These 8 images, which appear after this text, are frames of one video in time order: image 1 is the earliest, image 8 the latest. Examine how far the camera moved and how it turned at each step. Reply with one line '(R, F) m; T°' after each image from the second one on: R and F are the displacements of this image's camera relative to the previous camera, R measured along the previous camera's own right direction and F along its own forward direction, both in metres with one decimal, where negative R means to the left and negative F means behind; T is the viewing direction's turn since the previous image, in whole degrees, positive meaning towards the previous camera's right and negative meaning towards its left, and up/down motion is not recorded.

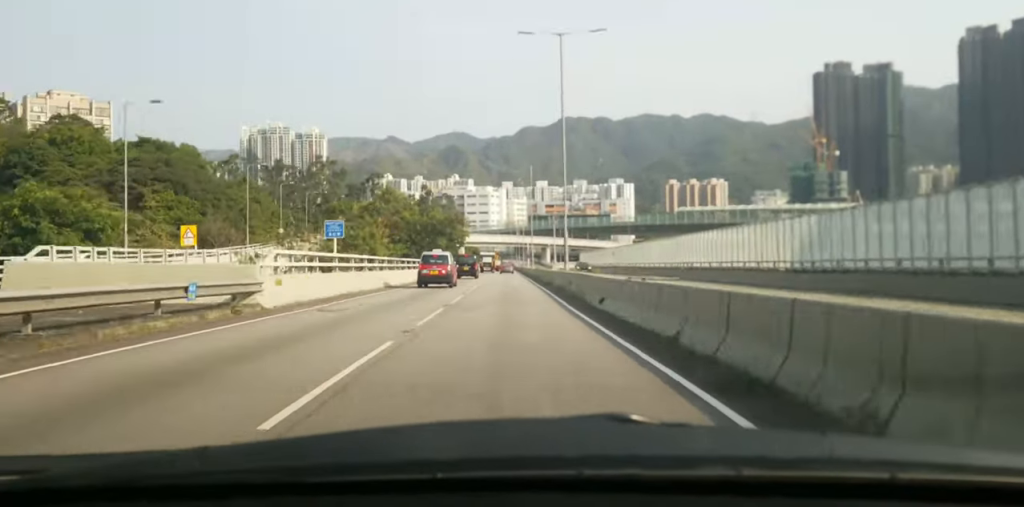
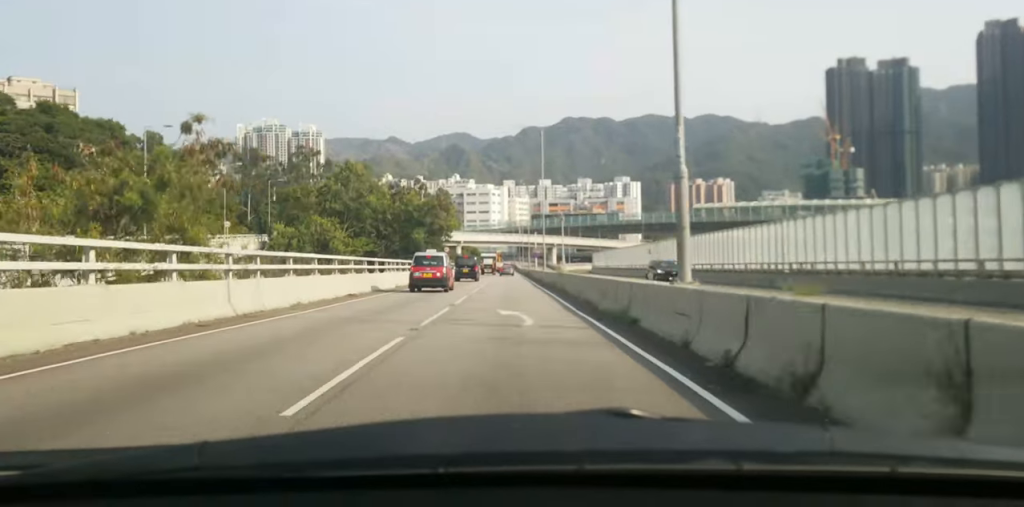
(0.0, +26.7) m; 0°
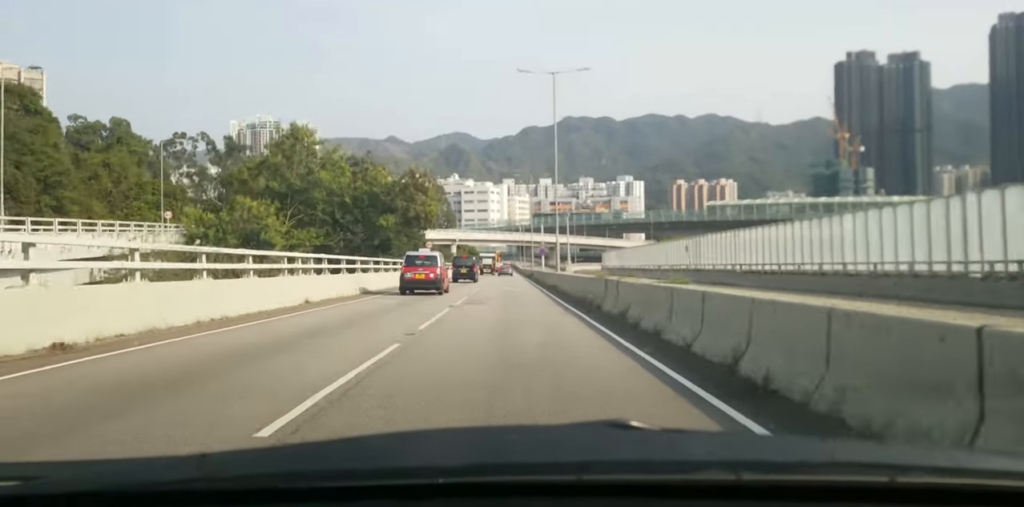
(0.0, +18.1) m; -1°
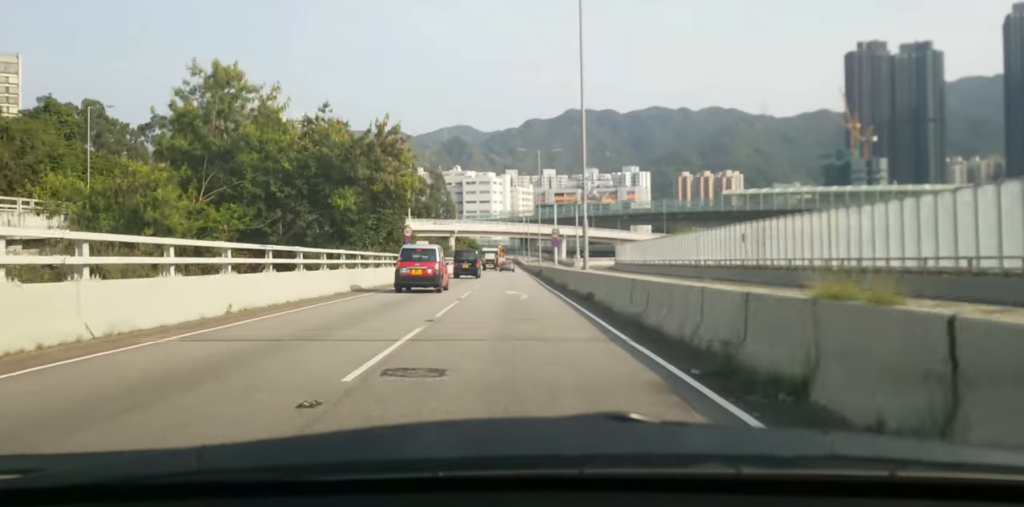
(-0.2, +15.1) m; 0°
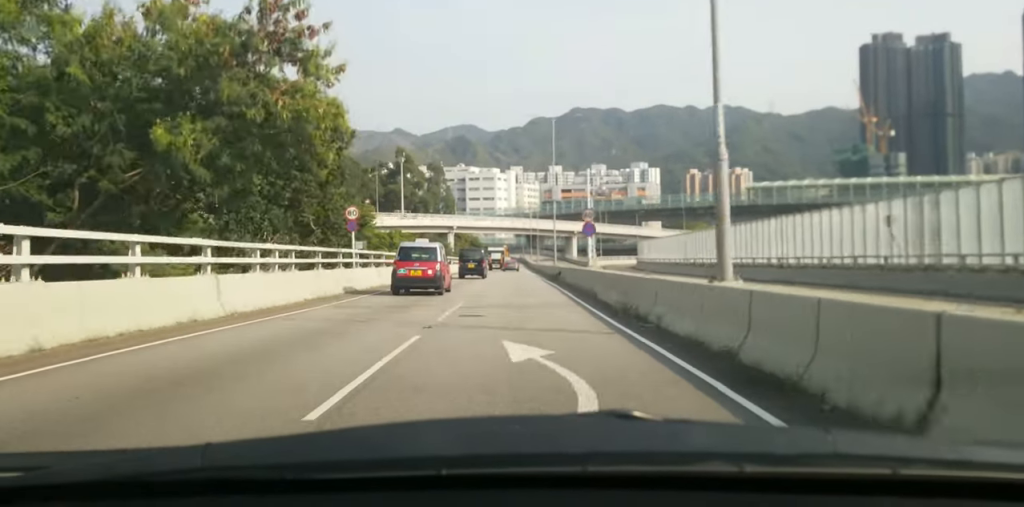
(+0.1, +20.2) m; 0°
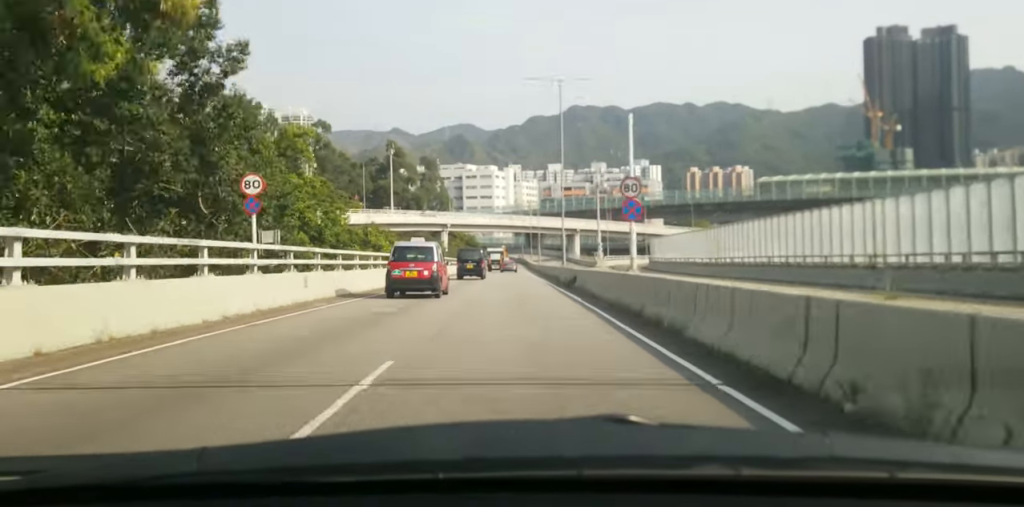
(+0.1, +12.1) m; 0°
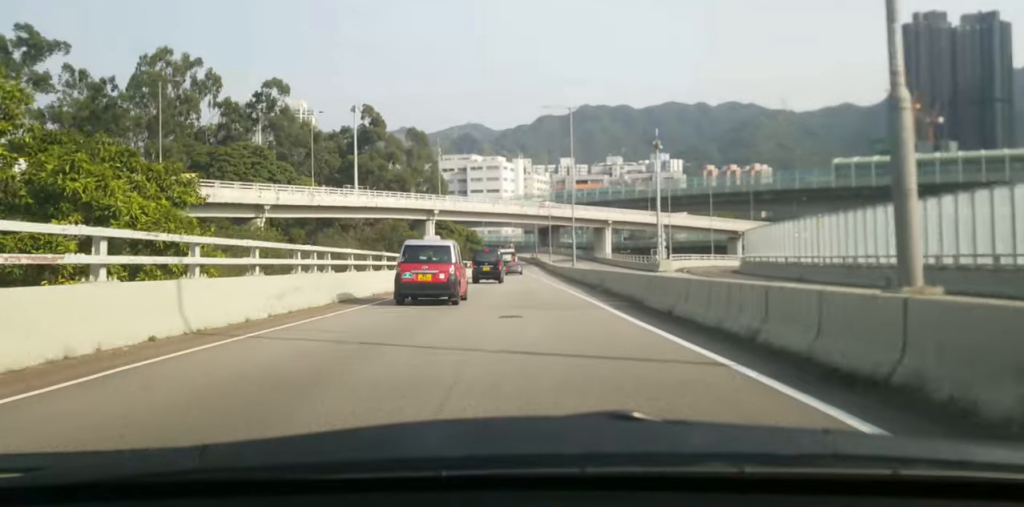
(-0.1, +42.1) m; 0°
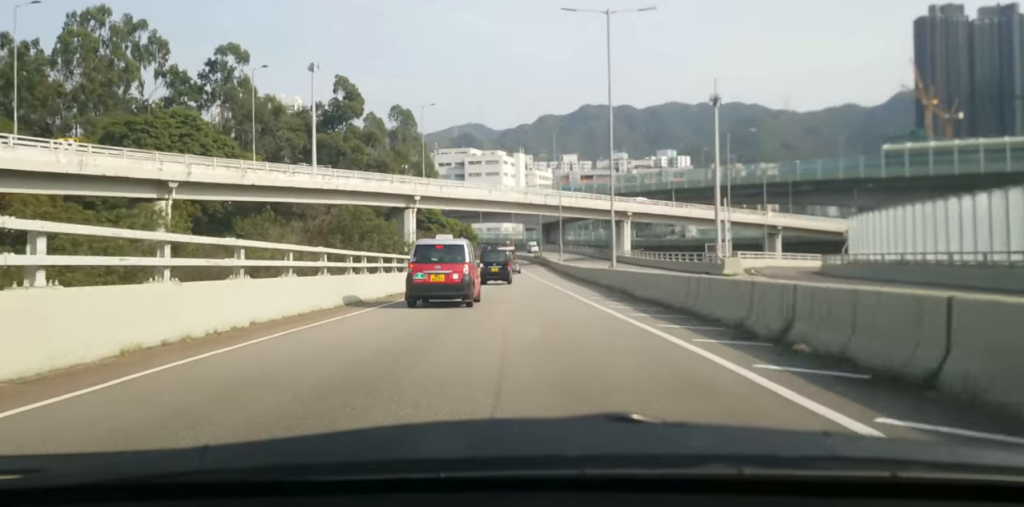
(-0.2, +23.0) m; 0°
